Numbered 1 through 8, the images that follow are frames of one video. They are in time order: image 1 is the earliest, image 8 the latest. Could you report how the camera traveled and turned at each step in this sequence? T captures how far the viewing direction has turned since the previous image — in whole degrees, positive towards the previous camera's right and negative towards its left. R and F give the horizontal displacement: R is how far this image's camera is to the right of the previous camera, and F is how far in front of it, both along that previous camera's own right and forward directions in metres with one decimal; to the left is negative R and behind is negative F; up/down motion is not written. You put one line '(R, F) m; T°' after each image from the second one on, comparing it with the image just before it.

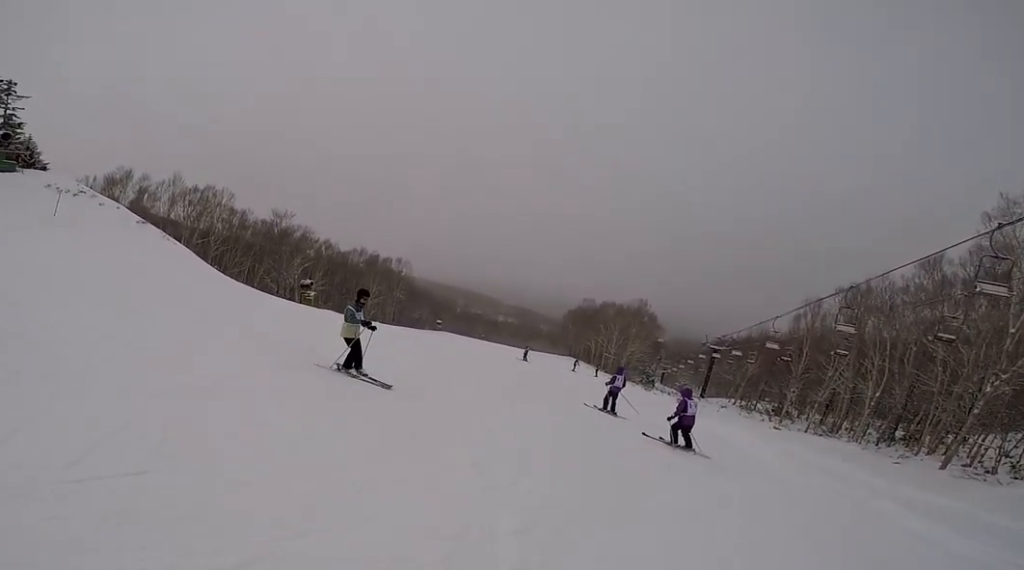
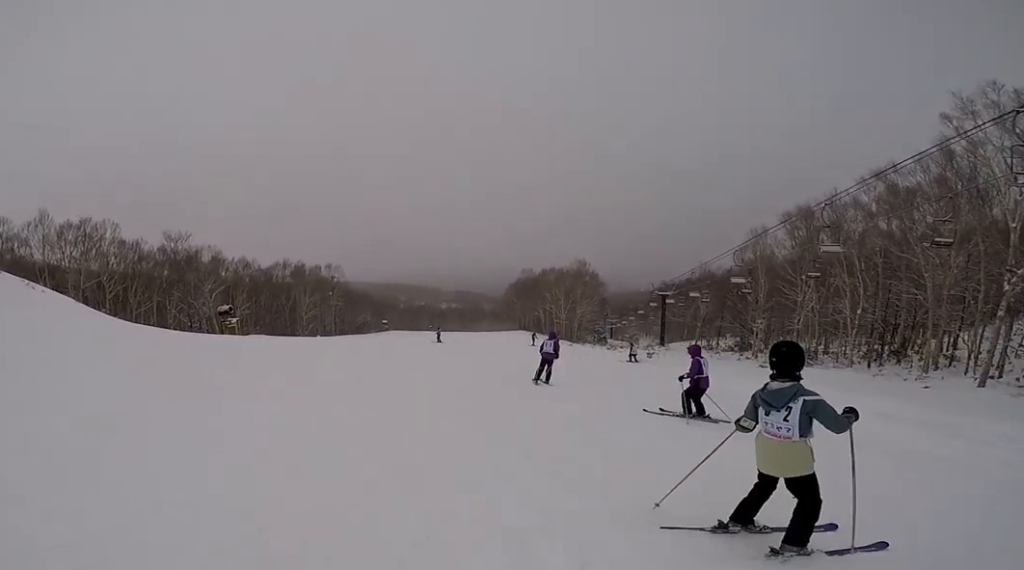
(-0.2, +5.7) m; -1°
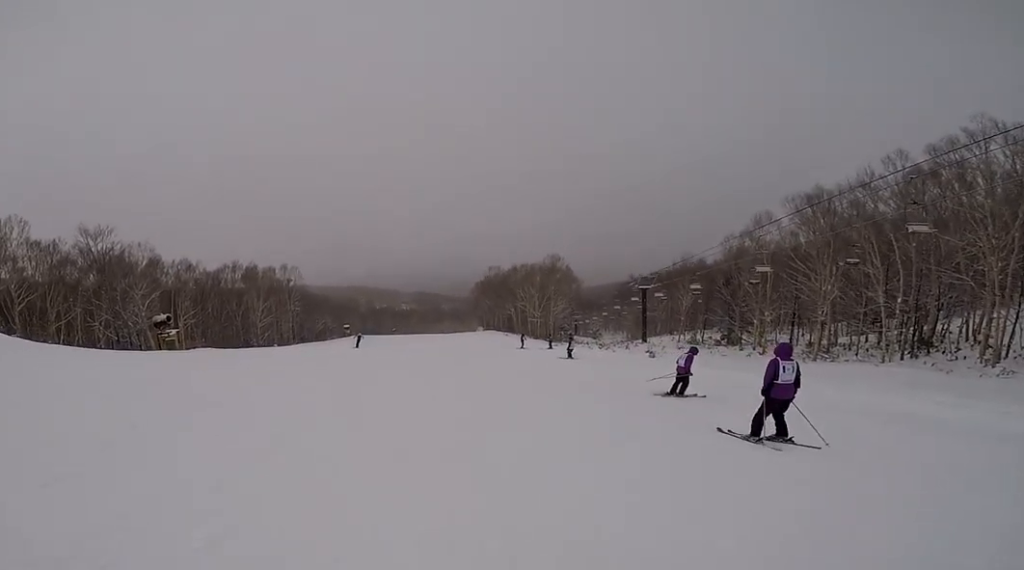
(+0.2, +8.3) m; +8°
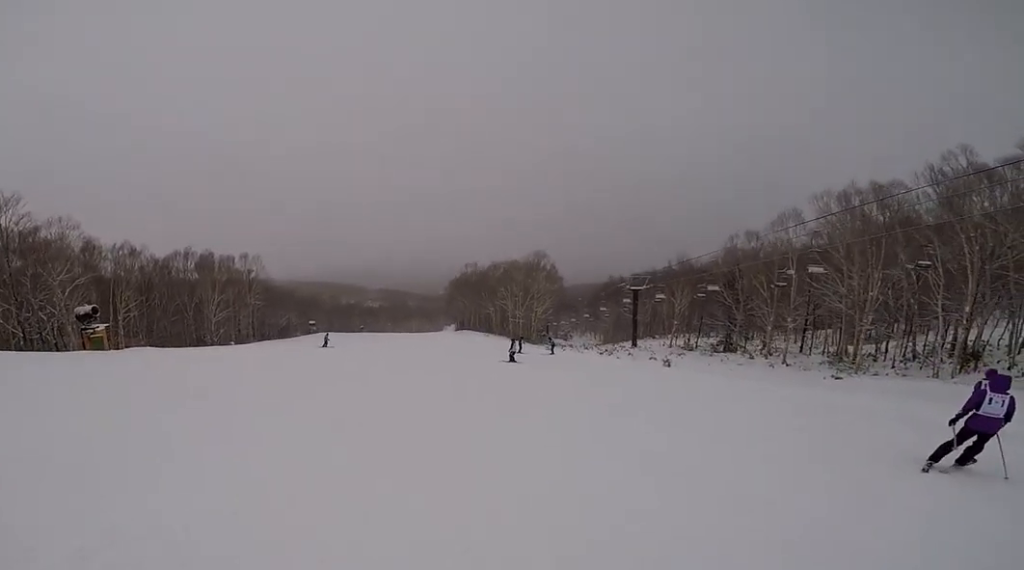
(+1.0, +7.5) m; +12°
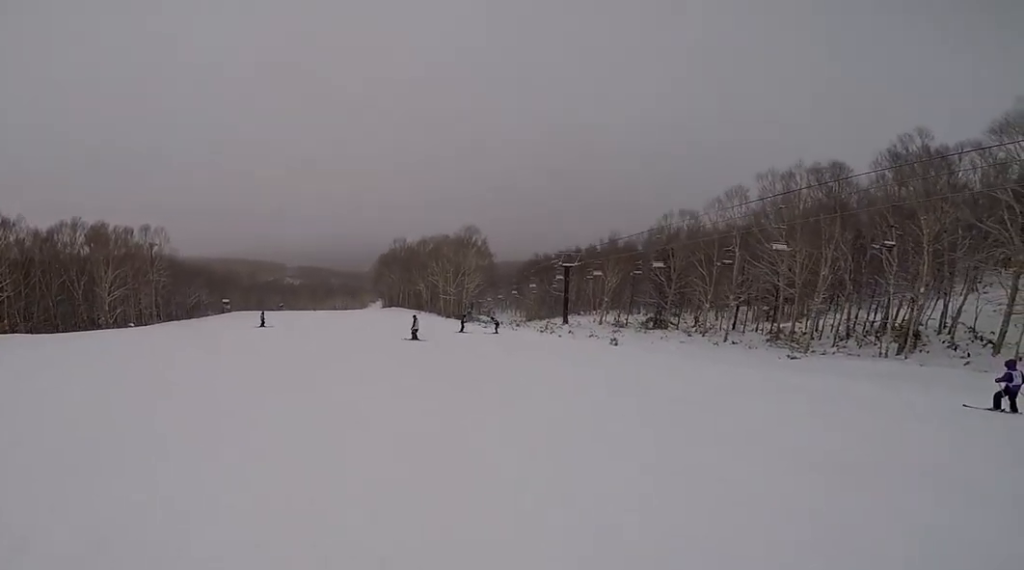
(+0.2, +4.8) m; -6°
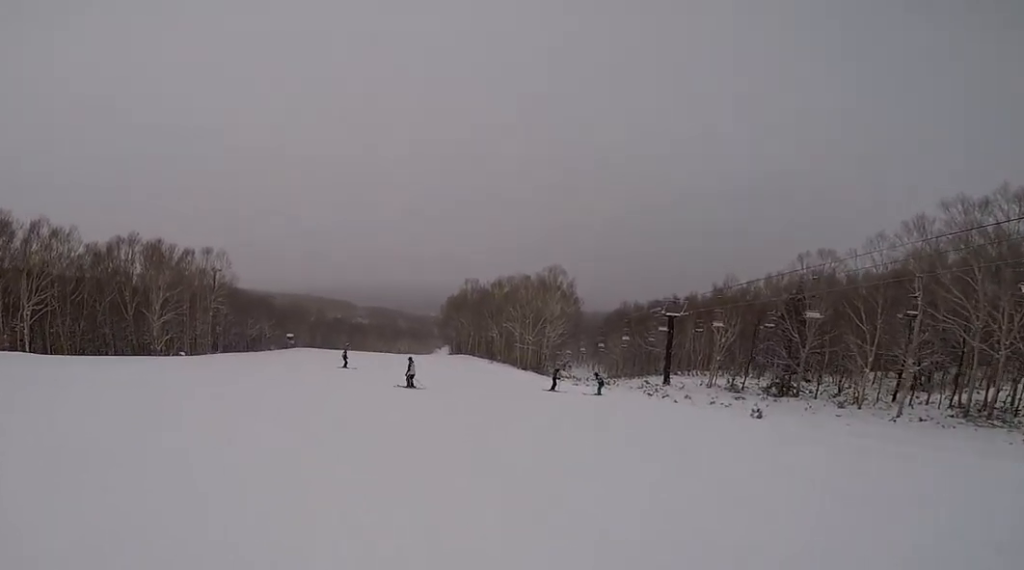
(-0.9, +6.3) m; -18°
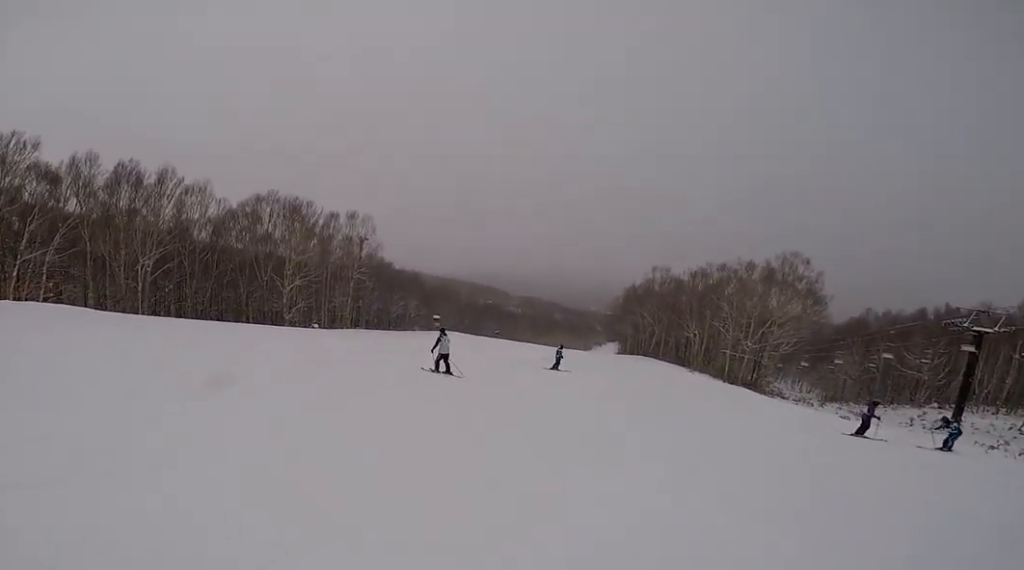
(-0.9, +9.7) m; +11°
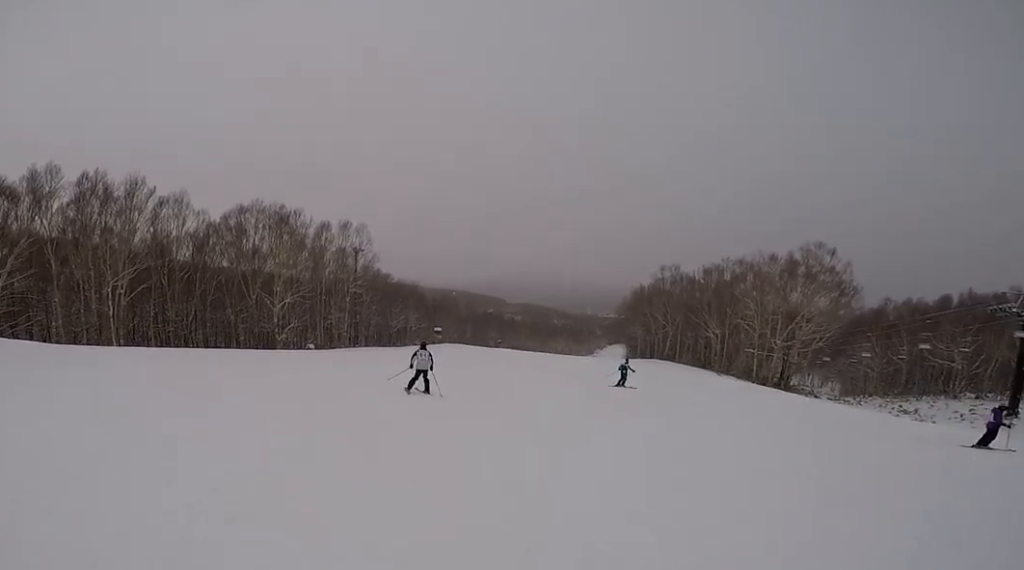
(+0.6, +4.2) m; +10°
